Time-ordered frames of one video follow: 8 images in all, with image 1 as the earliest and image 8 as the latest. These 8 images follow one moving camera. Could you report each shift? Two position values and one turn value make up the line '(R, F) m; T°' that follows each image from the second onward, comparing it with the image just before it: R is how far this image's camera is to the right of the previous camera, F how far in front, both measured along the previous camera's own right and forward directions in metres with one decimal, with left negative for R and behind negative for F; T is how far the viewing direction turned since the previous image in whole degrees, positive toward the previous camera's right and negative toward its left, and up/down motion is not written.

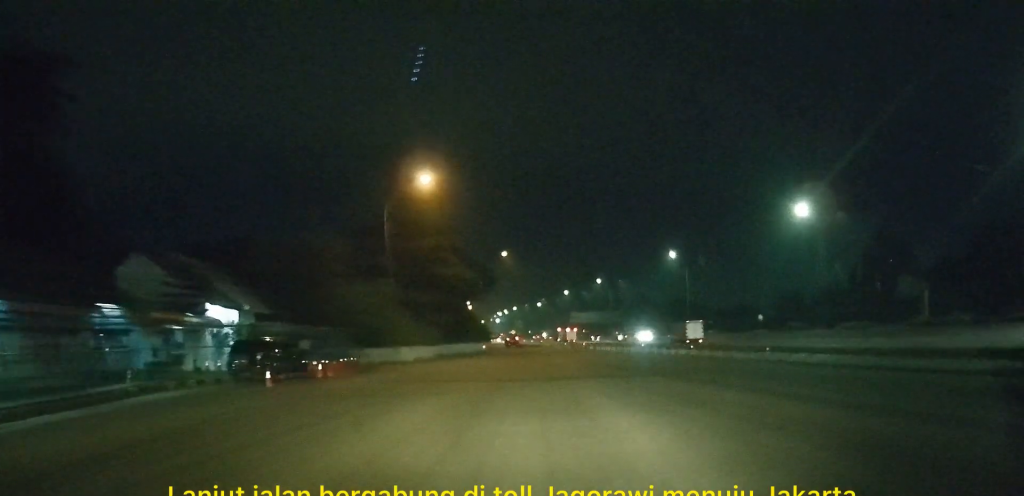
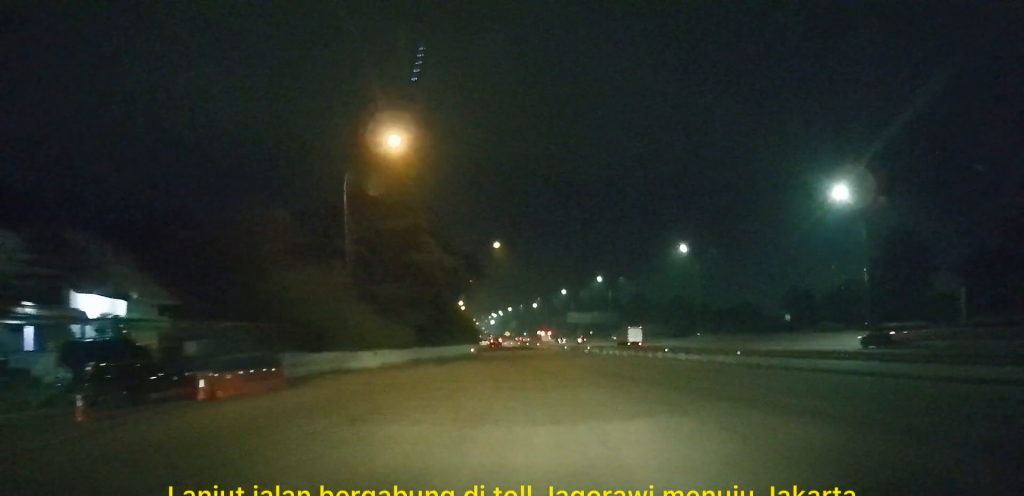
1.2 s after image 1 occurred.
(+0.2, +10.5) m; +2°
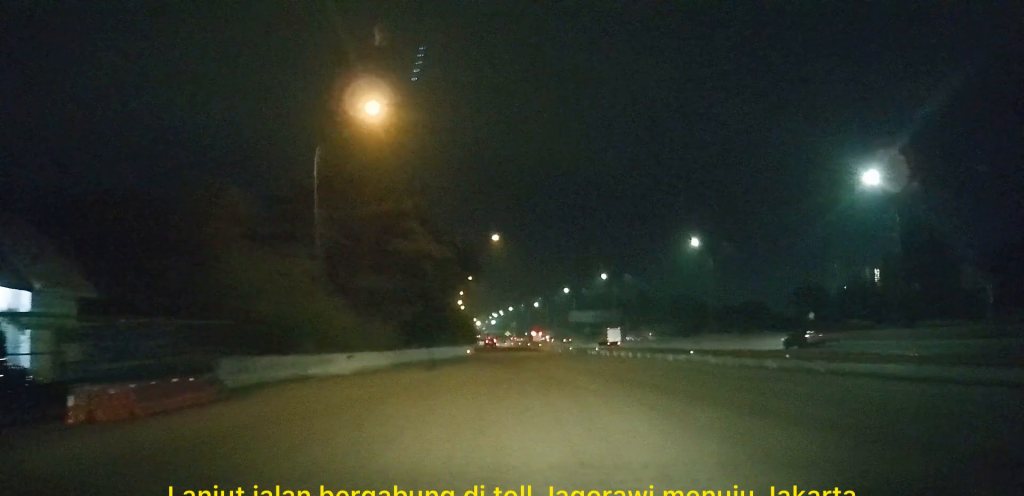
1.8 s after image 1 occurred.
(+0.2, +6.6) m; +1°
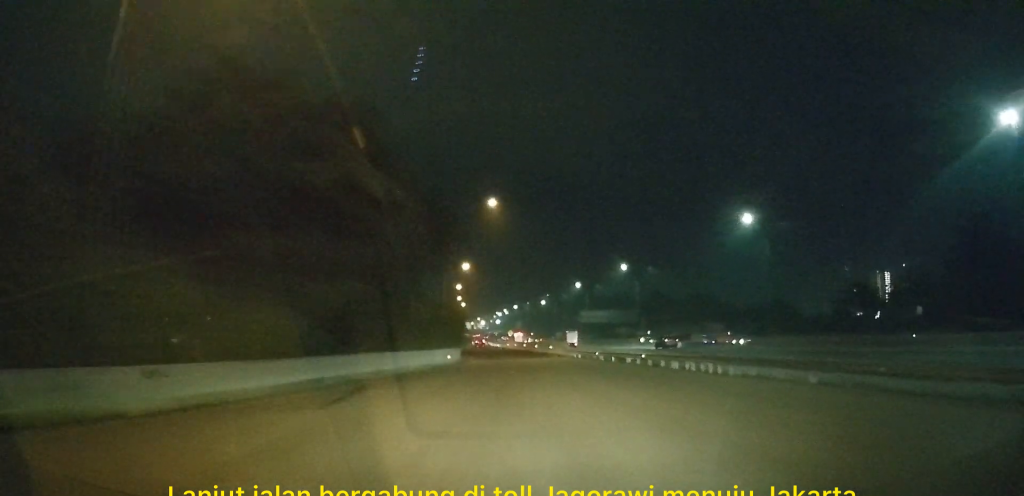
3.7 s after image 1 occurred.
(+0.2, +23.1) m; +1°
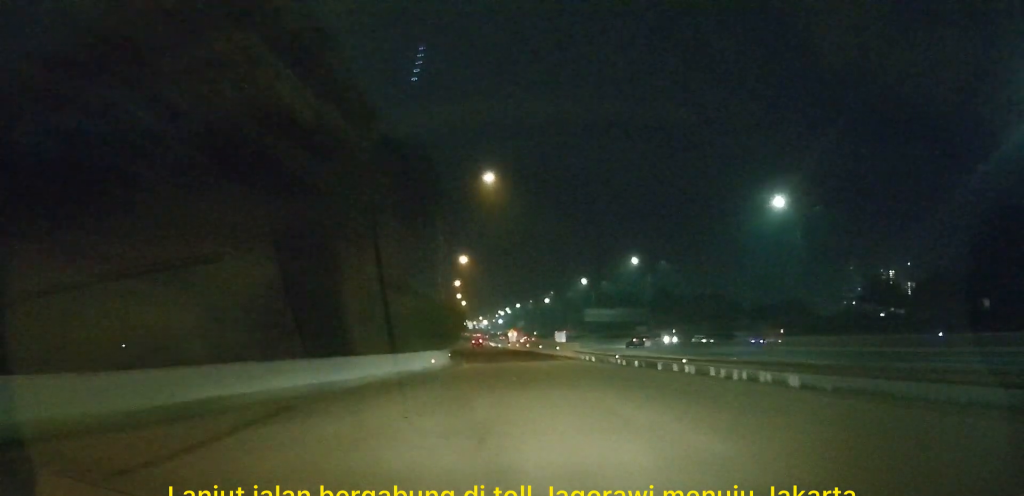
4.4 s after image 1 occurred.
(0.0, +9.3) m; 0°
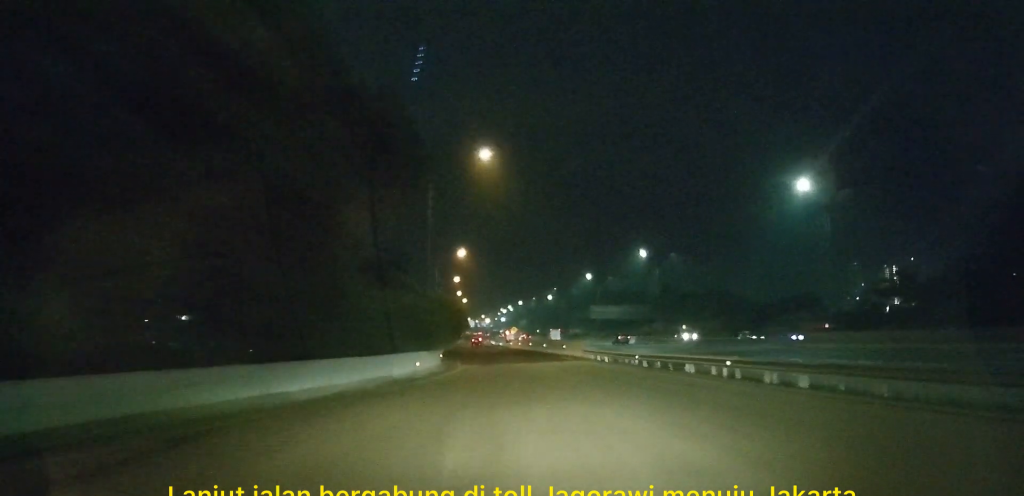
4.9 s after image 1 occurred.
(0.0, +6.3) m; 0°
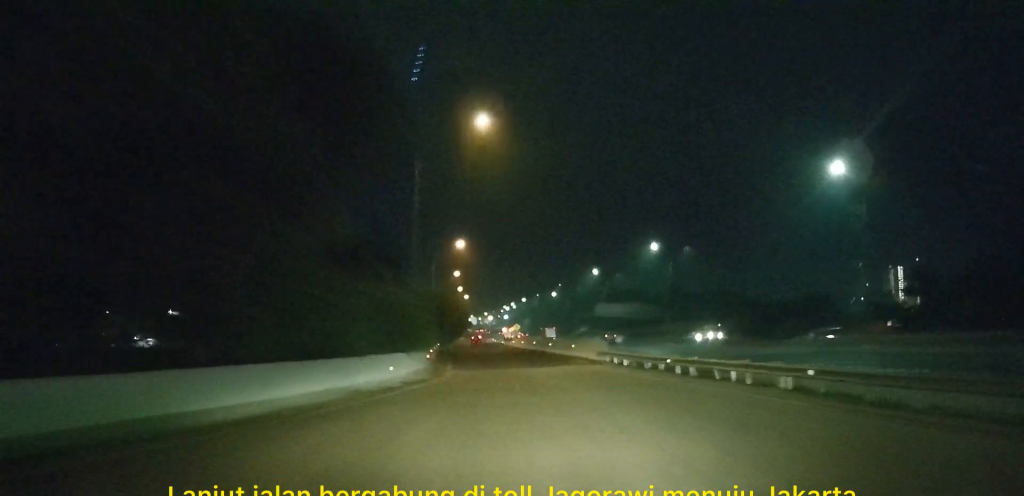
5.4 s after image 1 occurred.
(0.0, +6.4) m; -1°
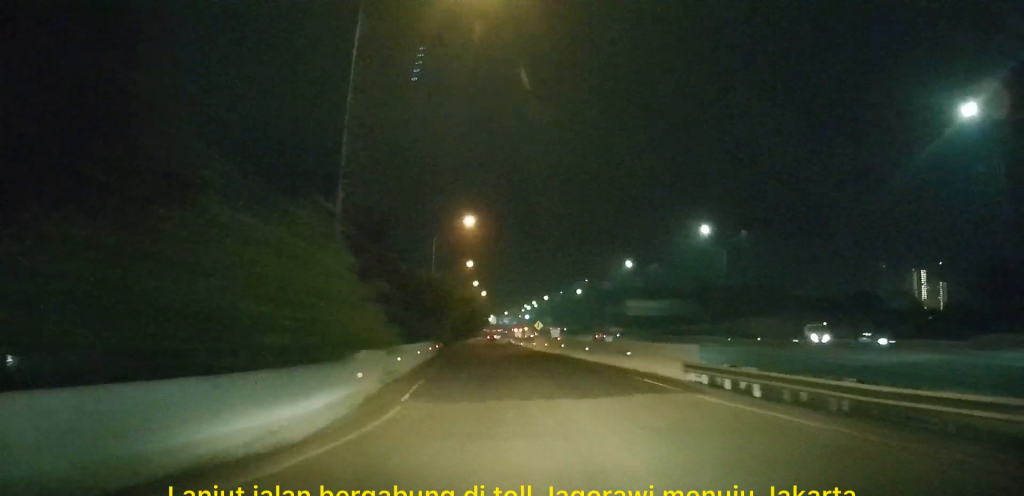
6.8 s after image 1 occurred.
(-0.2, +17.4) m; -1°
